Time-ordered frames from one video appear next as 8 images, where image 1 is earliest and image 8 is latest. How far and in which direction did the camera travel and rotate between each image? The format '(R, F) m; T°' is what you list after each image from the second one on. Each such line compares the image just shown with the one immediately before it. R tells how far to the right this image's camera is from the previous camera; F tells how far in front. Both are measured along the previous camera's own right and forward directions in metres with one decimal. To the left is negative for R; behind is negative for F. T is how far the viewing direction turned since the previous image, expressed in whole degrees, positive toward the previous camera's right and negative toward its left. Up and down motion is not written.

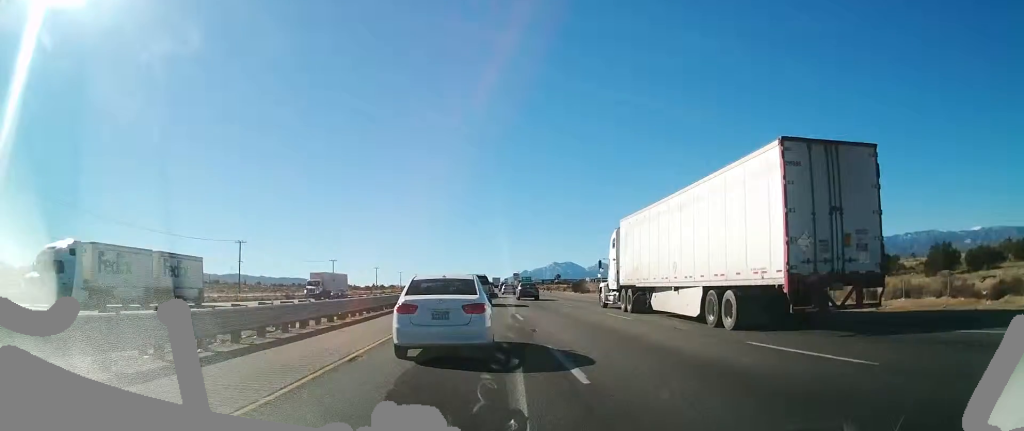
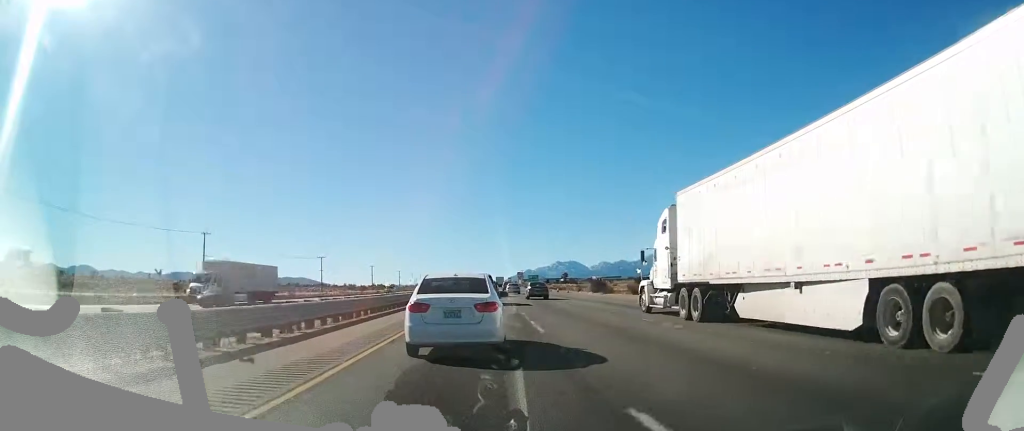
(-0.1, +20.9) m; -1°
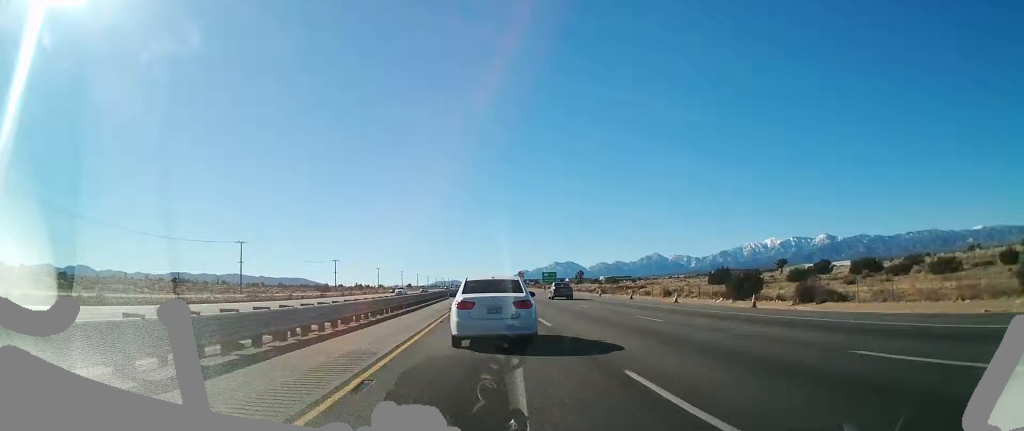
(0.0, +70.4) m; +1°
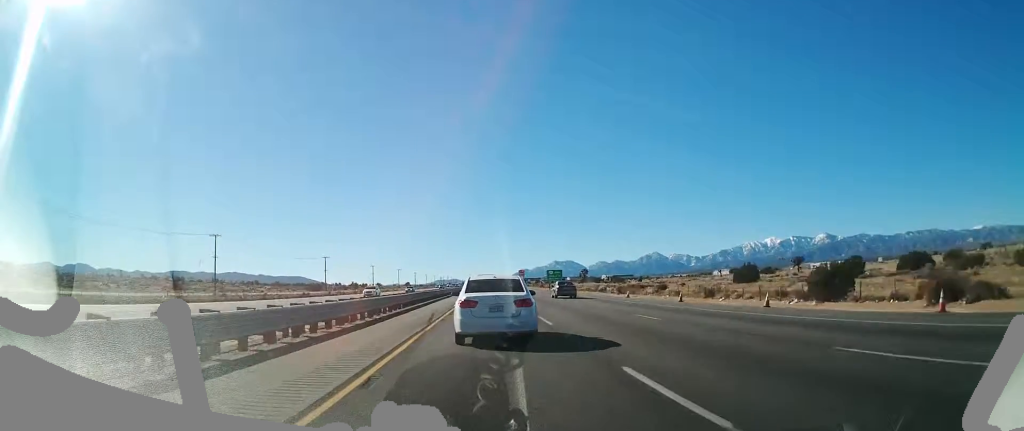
(-0.1, +14.4) m; 0°
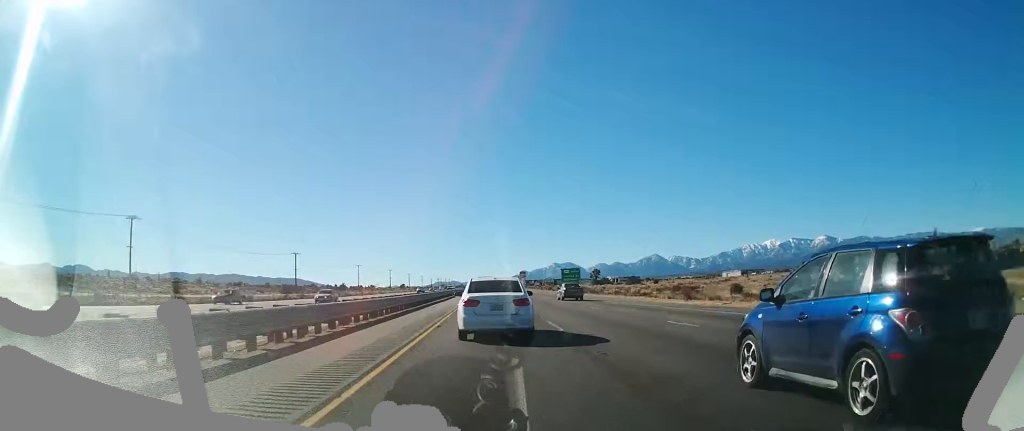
(-0.2, +33.8) m; 0°
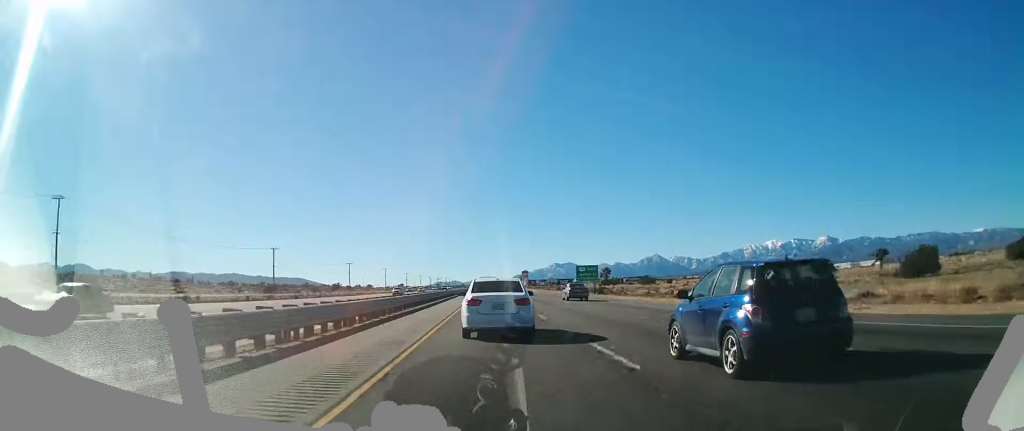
(0.0, +20.4) m; 0°
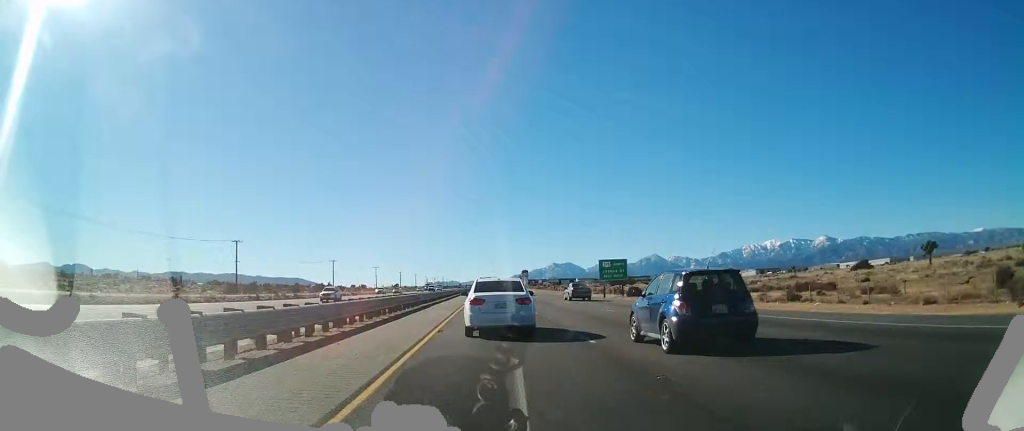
(0.0, +24.5) m; 0°
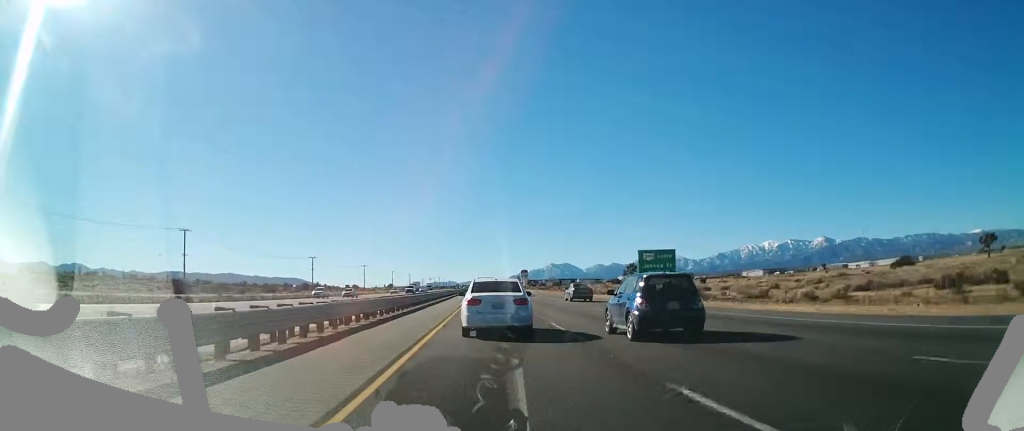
(+0.1, +24.9) m; 0°
